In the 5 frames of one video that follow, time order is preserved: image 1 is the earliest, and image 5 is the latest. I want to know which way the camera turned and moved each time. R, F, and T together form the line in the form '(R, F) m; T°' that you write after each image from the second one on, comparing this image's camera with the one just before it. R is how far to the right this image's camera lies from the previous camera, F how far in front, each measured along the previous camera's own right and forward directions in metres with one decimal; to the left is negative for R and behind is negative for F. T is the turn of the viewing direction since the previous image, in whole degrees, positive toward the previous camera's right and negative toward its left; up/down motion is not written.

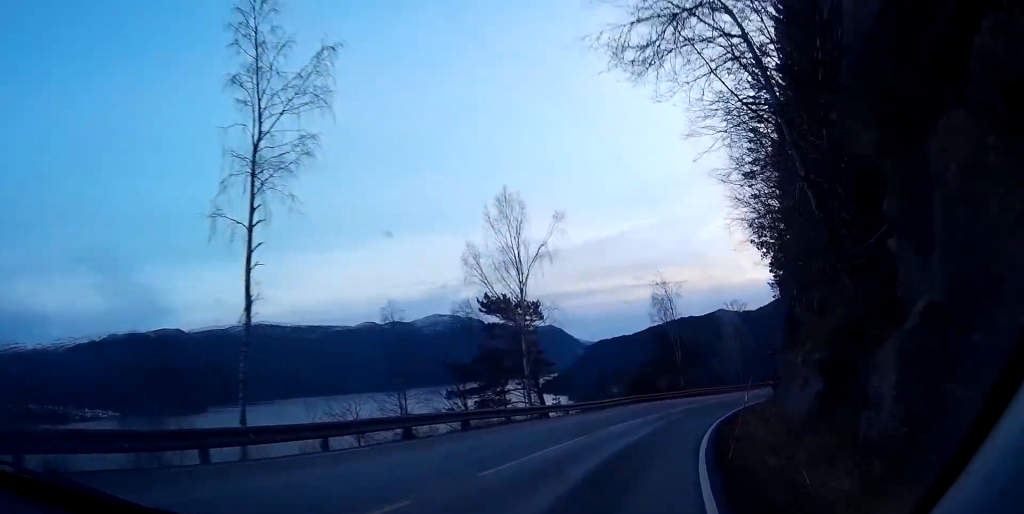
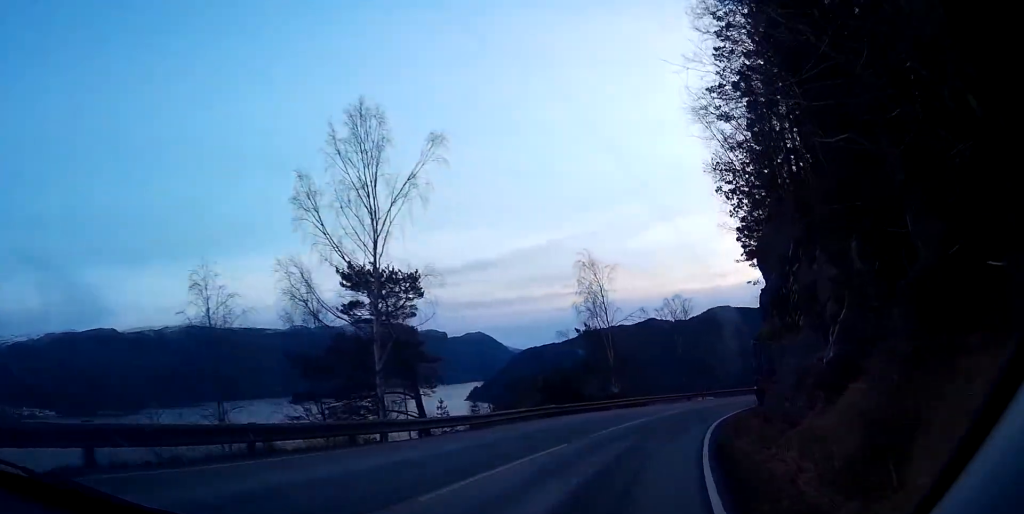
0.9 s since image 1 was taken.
(+0.8, +13.9) m; +7°
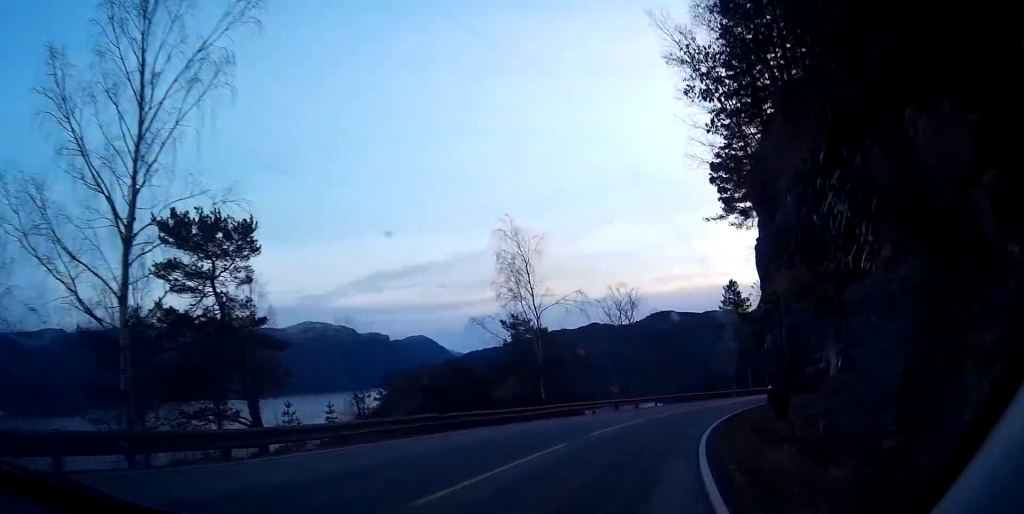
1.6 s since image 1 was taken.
(+0.5, +11.7) m; +6°
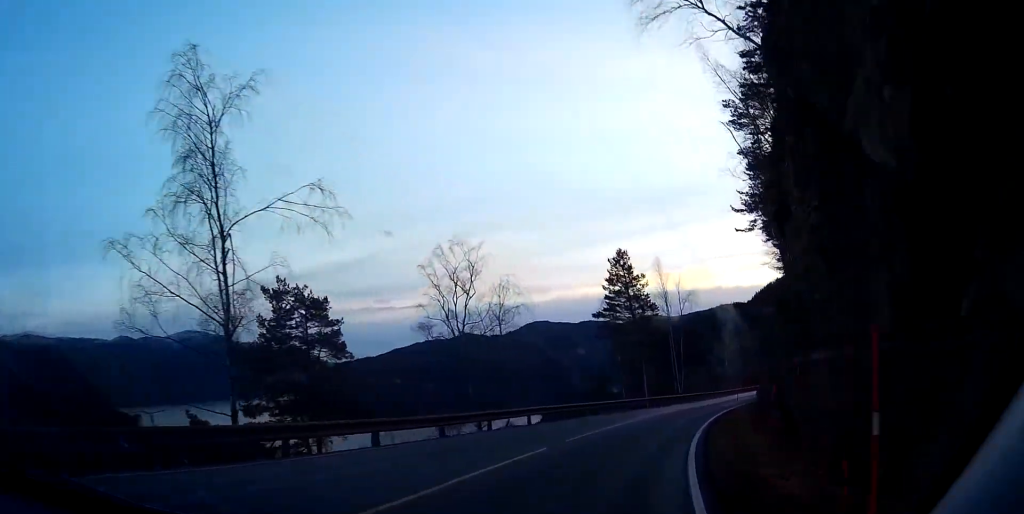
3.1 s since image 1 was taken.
(+2.6, +24.2) m; +11°
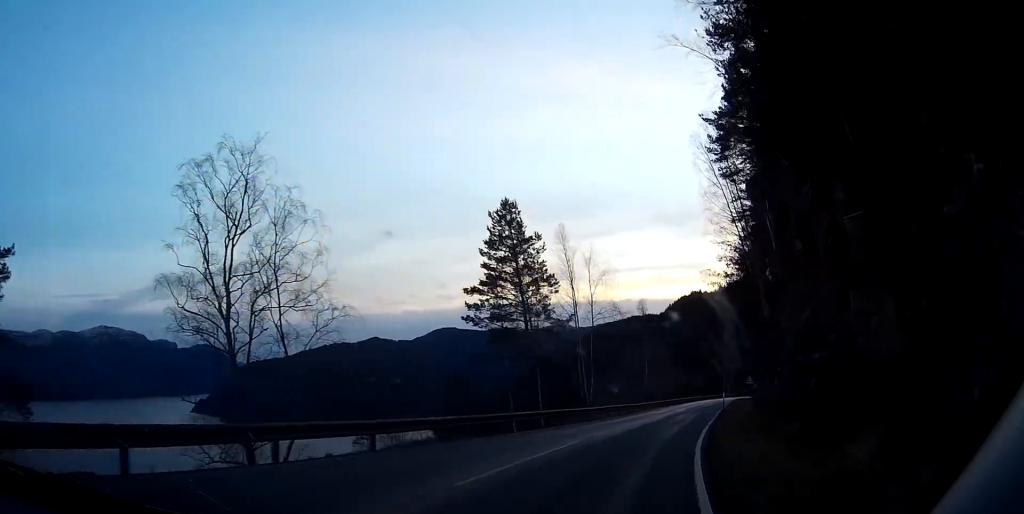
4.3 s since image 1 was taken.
(+1.3, +20.1) m; +6°
